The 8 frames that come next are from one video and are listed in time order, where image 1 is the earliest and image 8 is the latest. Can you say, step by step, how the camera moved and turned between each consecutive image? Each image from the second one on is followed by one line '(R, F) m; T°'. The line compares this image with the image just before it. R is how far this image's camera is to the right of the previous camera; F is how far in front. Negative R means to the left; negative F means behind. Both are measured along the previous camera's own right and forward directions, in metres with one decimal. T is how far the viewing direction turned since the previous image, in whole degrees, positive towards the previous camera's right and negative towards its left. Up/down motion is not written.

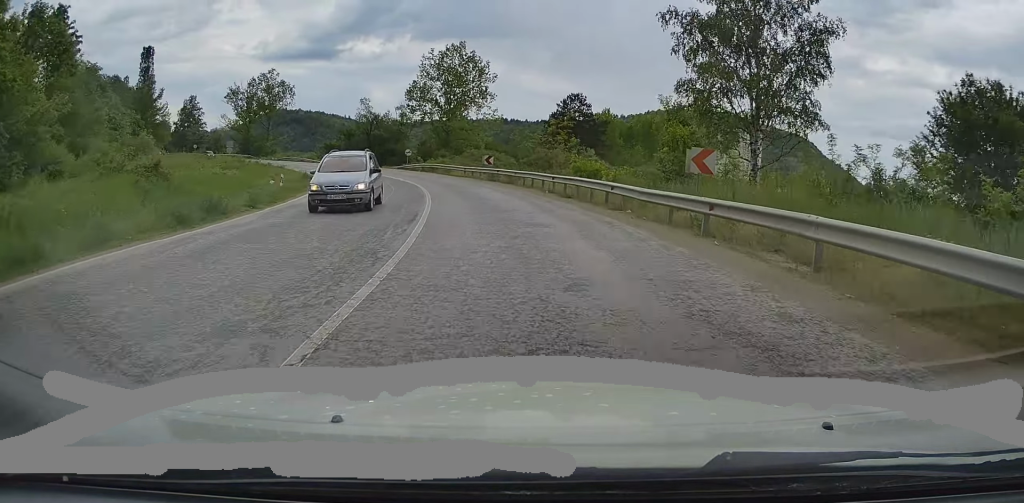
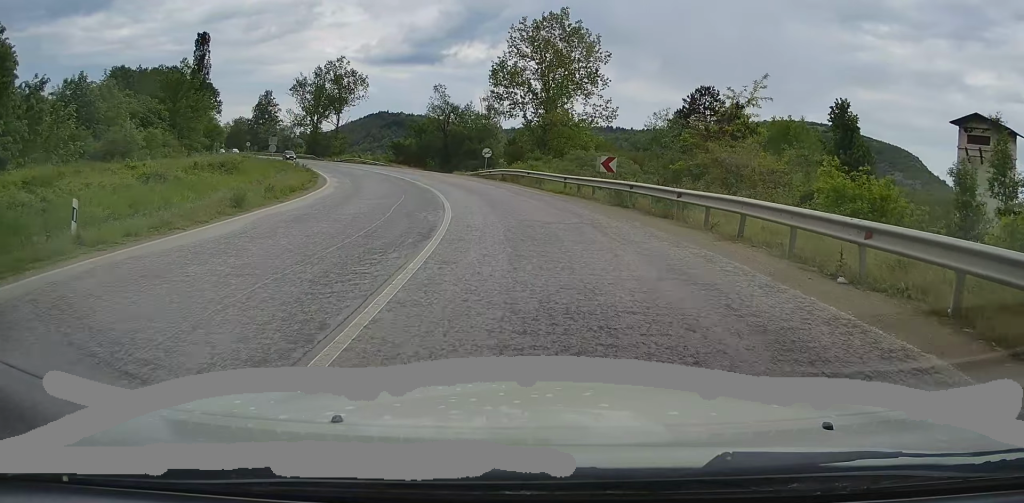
(-2.0, +19.7) m; -10°
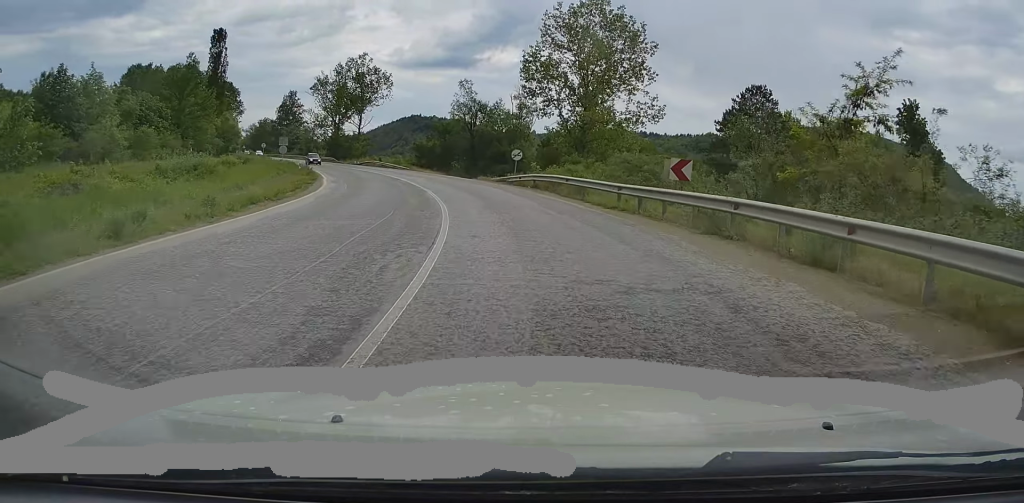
(-0.4, +7.0) m; -2°
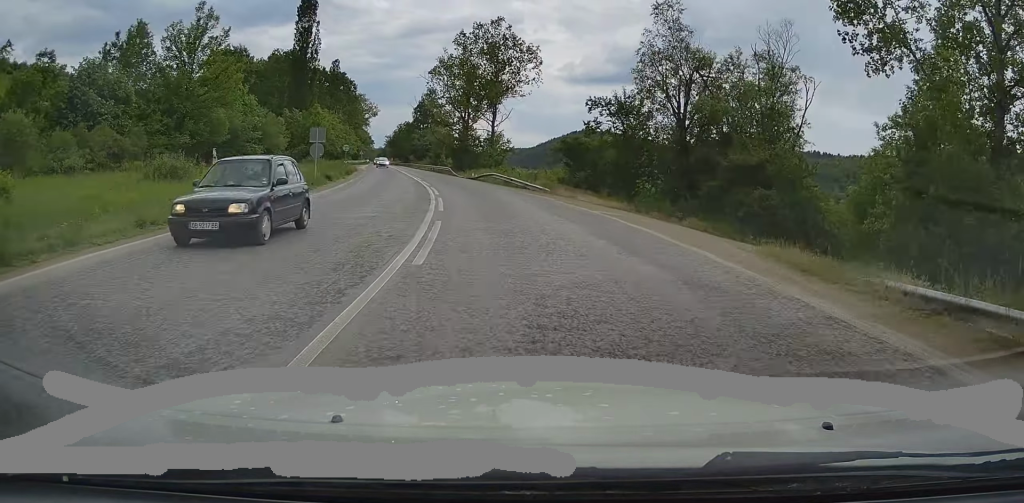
(-3.7, +34.4) m; -13°
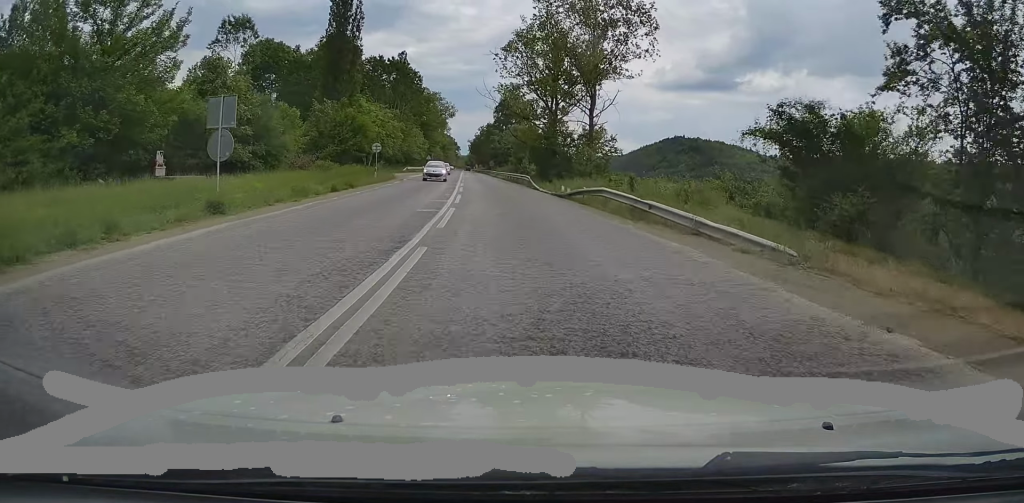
(-1.3, +22.1) m; -9°
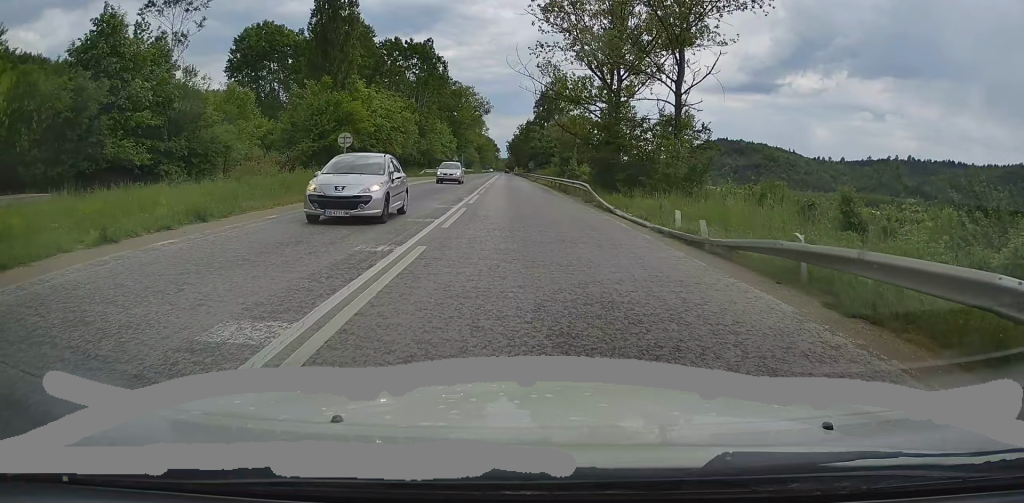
(-1.4, +17.9) m; -5°
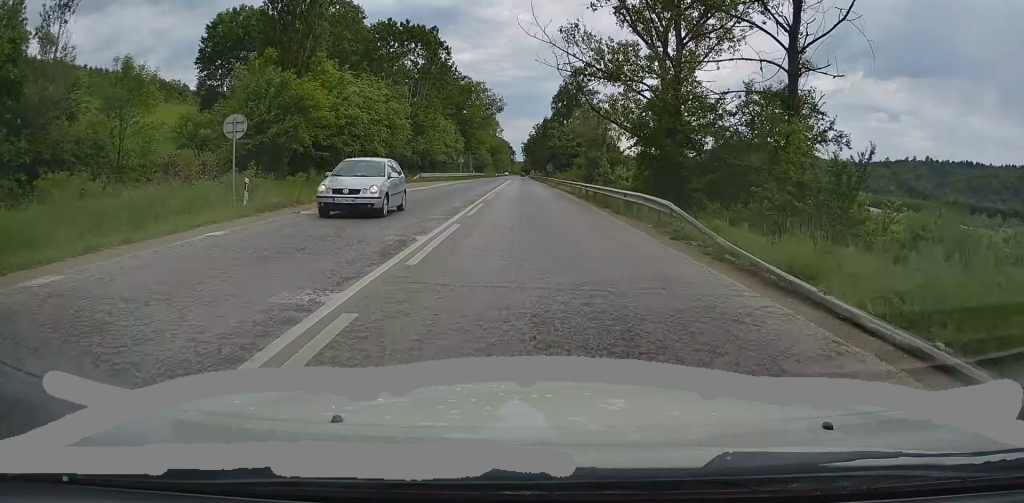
(-0.1, +13.7) m; 0°
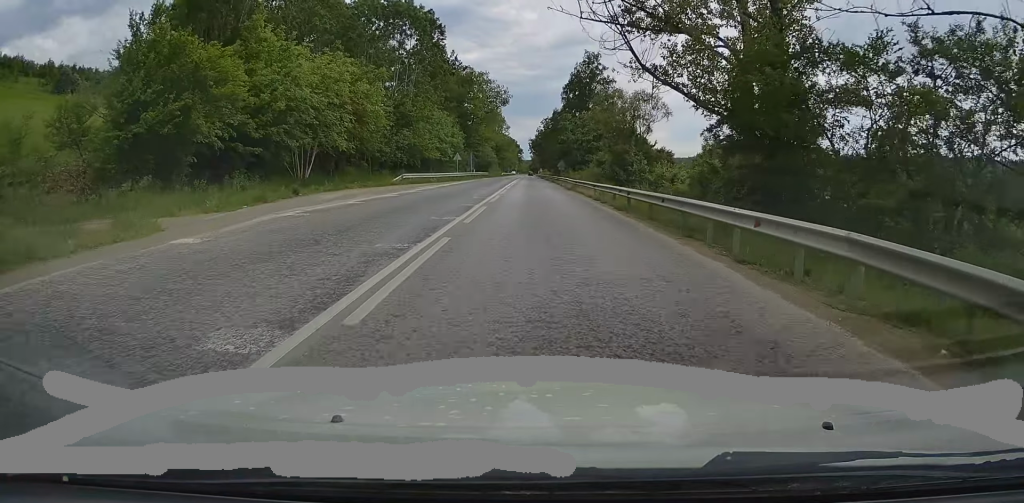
(0.0, +12.1) m; +1°
